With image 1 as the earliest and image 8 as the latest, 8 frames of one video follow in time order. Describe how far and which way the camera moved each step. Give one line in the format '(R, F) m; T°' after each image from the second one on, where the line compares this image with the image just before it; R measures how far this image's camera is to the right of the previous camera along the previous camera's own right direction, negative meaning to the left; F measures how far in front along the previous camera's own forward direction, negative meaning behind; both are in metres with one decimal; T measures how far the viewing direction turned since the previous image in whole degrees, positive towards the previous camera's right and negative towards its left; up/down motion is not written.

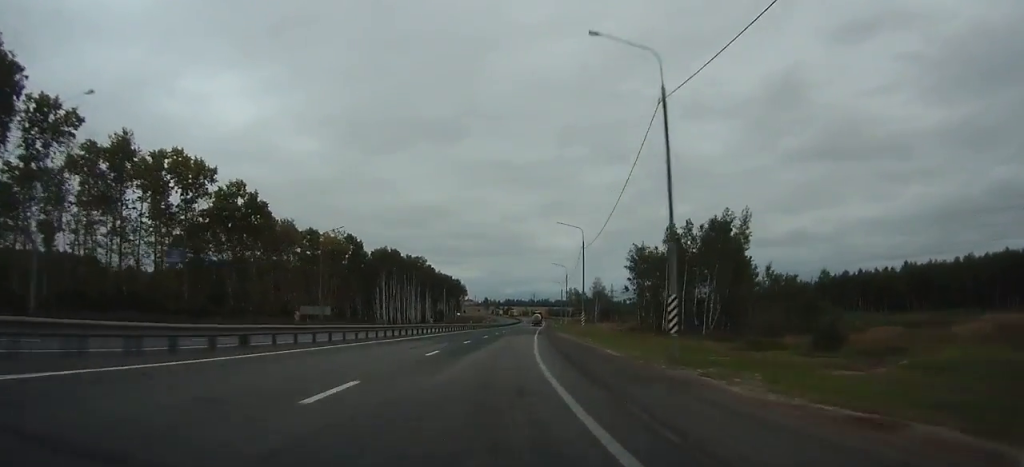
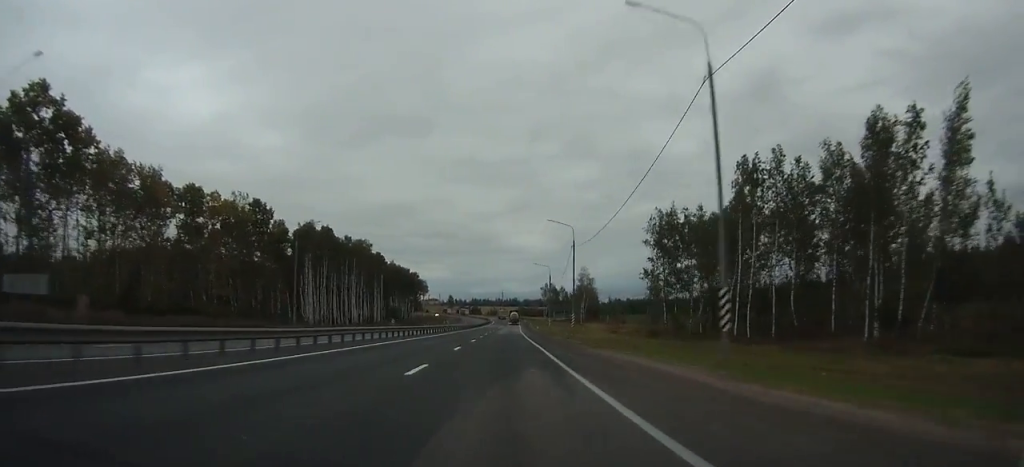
(+0.2, +42.7) m; +1°
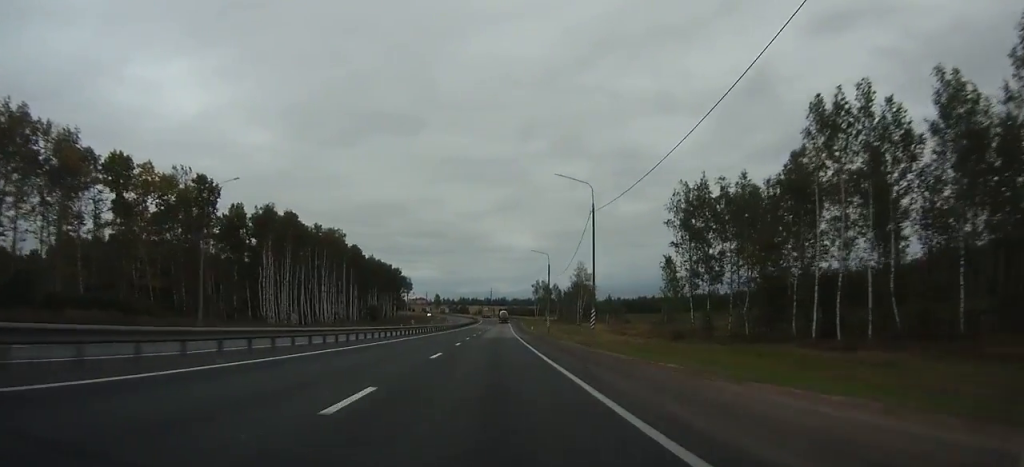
(+0.2, +17.6) m; +1°
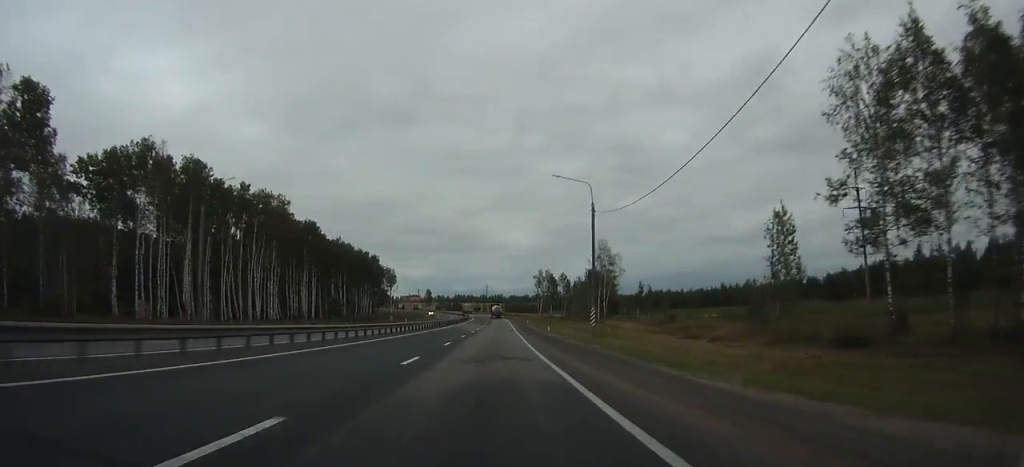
(+0.7, +39.4) m; +2°
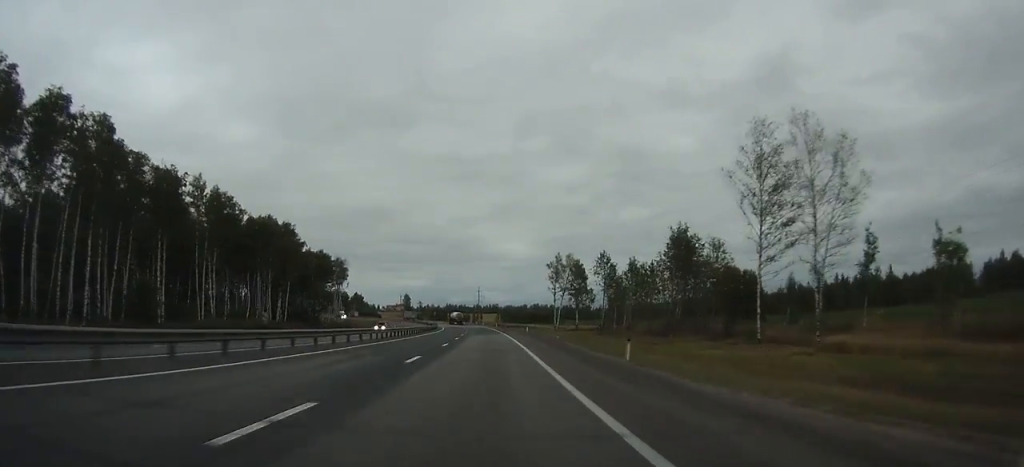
(+1.4, +82.2) m; +1°
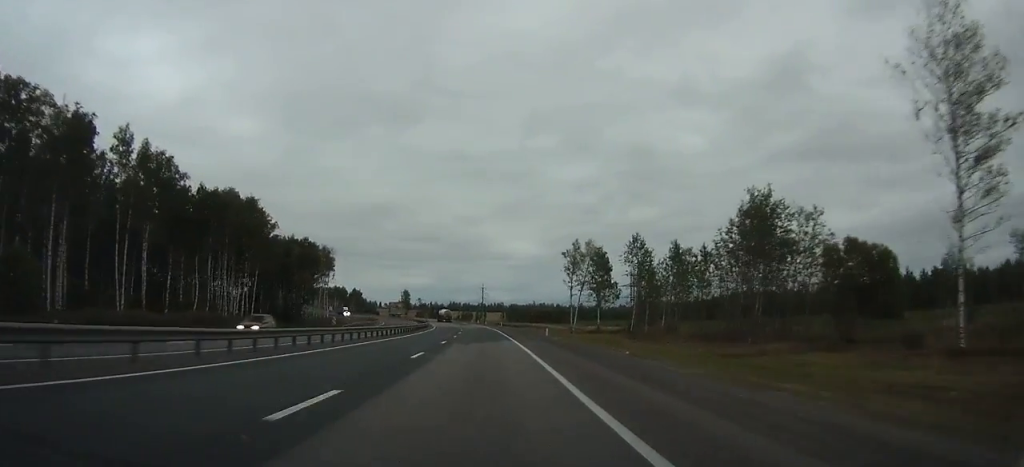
(+0.1, +22.8) m; 0°
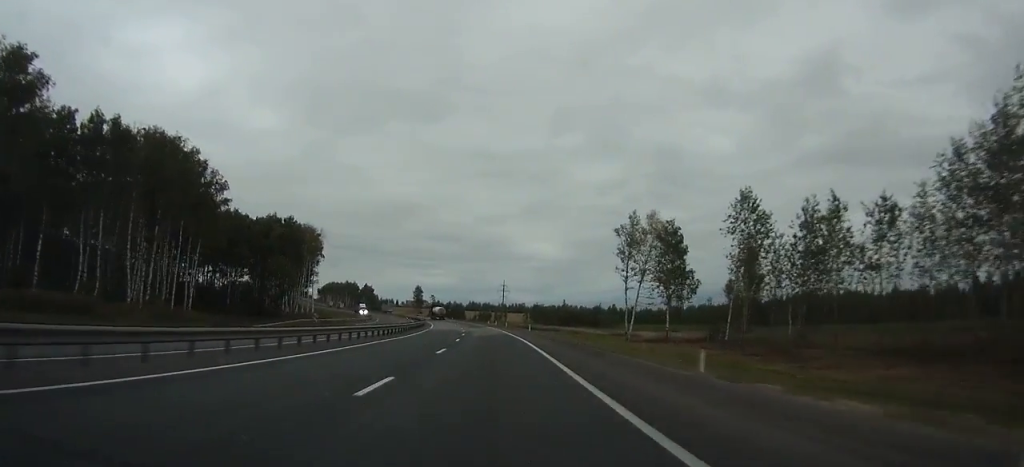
(-0.2, +33.8) m; -1°
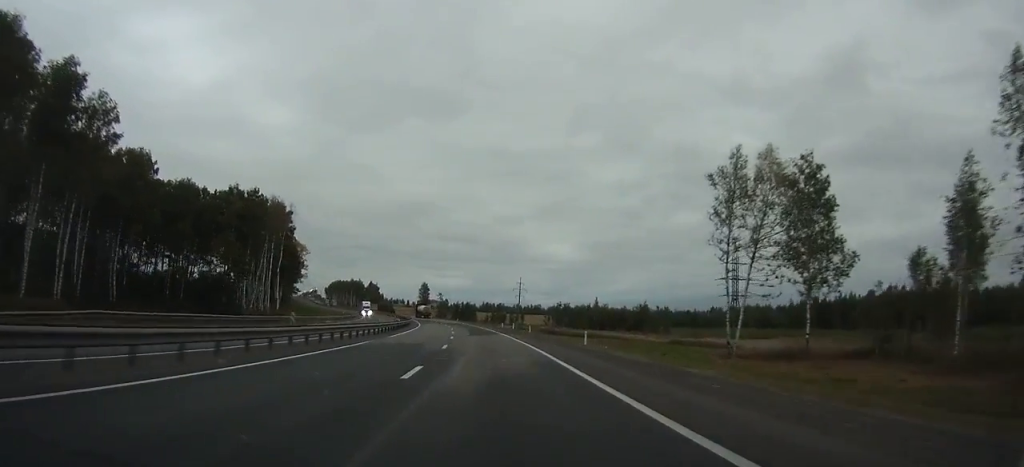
(-0.4, +33.5) m; -2°
